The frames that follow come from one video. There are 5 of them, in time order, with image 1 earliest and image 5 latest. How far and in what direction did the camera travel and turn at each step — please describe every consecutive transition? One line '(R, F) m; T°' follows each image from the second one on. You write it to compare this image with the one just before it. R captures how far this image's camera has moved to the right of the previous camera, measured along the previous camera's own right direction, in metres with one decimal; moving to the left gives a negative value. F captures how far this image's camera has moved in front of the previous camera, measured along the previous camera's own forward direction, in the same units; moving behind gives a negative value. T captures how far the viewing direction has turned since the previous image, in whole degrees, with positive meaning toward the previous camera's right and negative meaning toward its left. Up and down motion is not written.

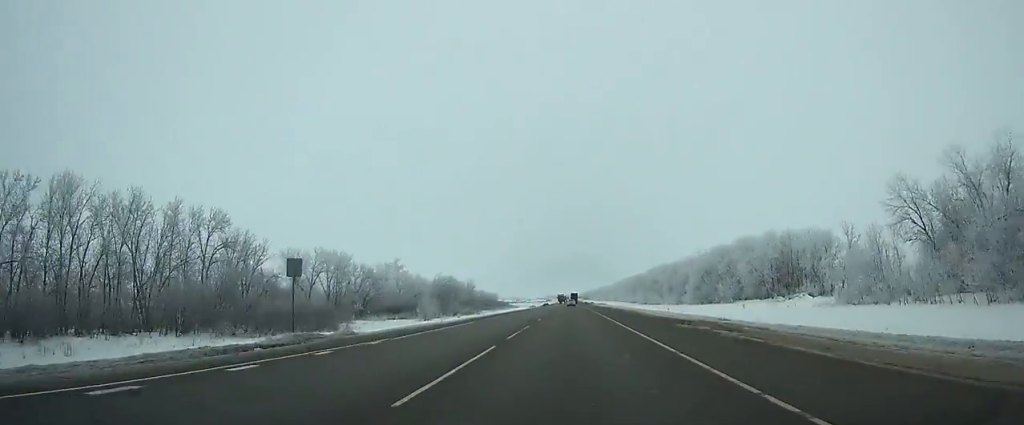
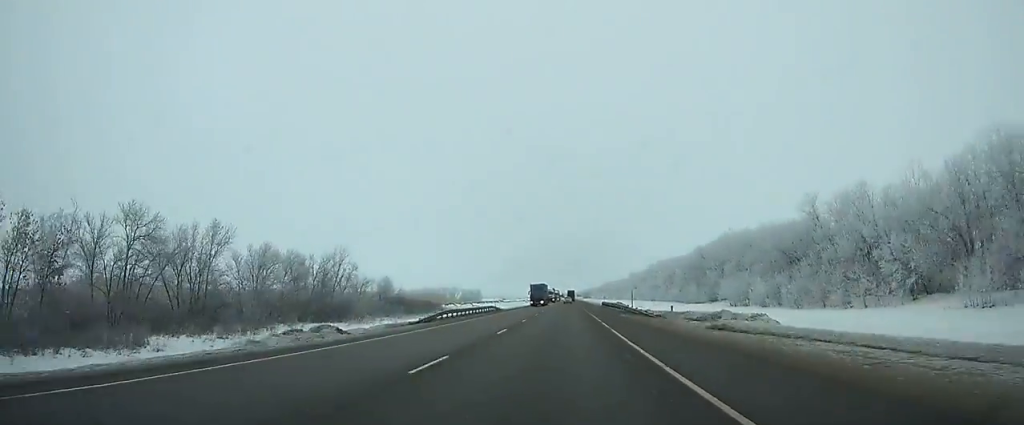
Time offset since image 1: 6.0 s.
(+0.1, +145.7) m; 0°
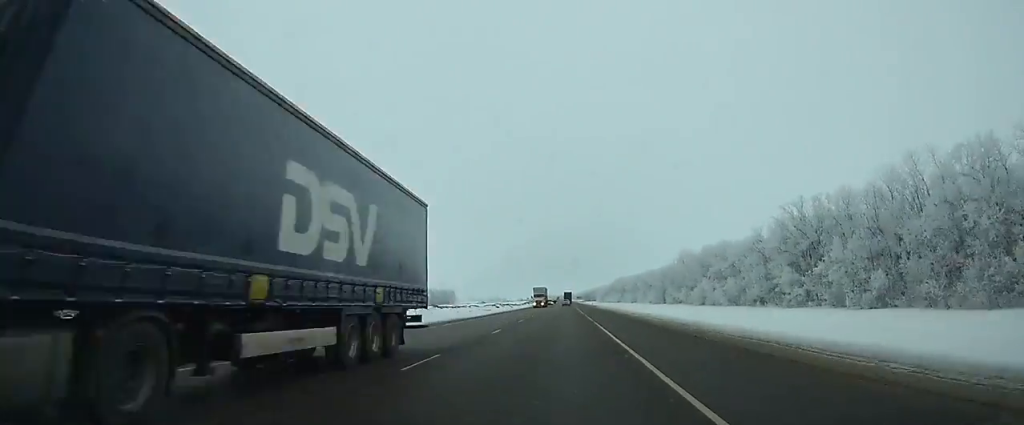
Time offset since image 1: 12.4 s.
(0.0, +157.8) m; 0°
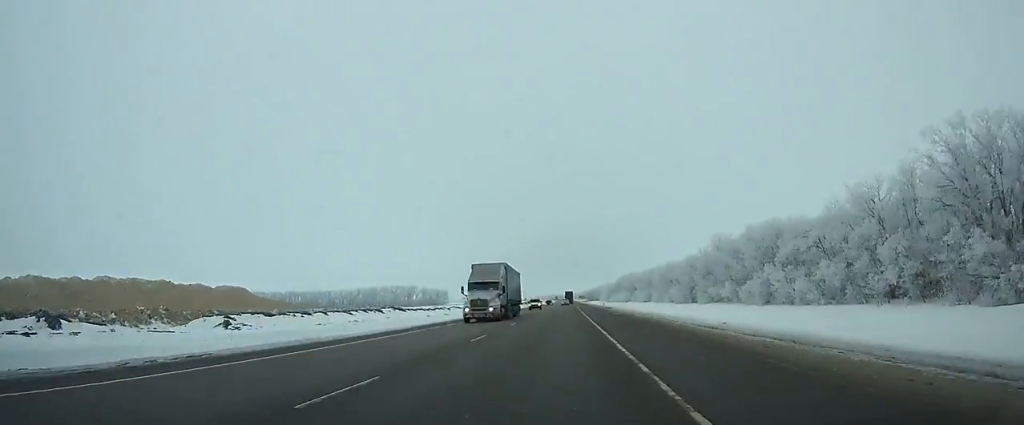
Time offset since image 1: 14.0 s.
(-0.1, +40.0) m; 0°
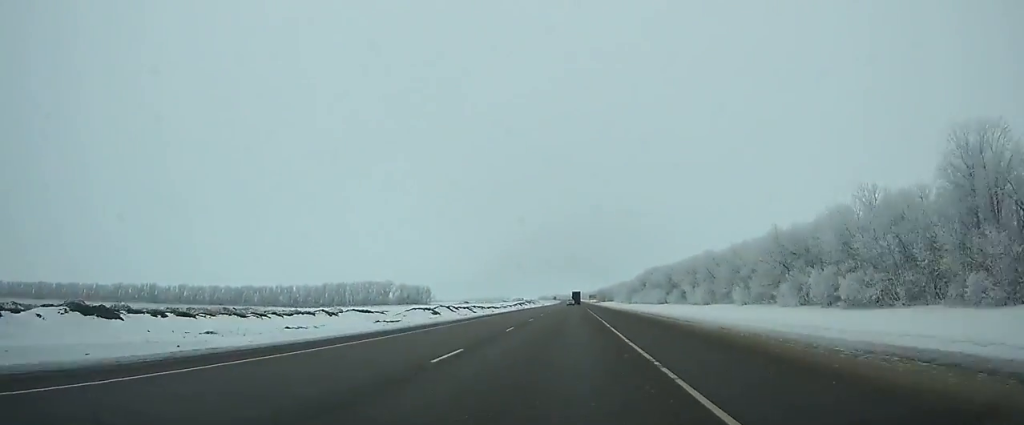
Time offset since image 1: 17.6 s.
(0.0, +90.4) m; 0°
